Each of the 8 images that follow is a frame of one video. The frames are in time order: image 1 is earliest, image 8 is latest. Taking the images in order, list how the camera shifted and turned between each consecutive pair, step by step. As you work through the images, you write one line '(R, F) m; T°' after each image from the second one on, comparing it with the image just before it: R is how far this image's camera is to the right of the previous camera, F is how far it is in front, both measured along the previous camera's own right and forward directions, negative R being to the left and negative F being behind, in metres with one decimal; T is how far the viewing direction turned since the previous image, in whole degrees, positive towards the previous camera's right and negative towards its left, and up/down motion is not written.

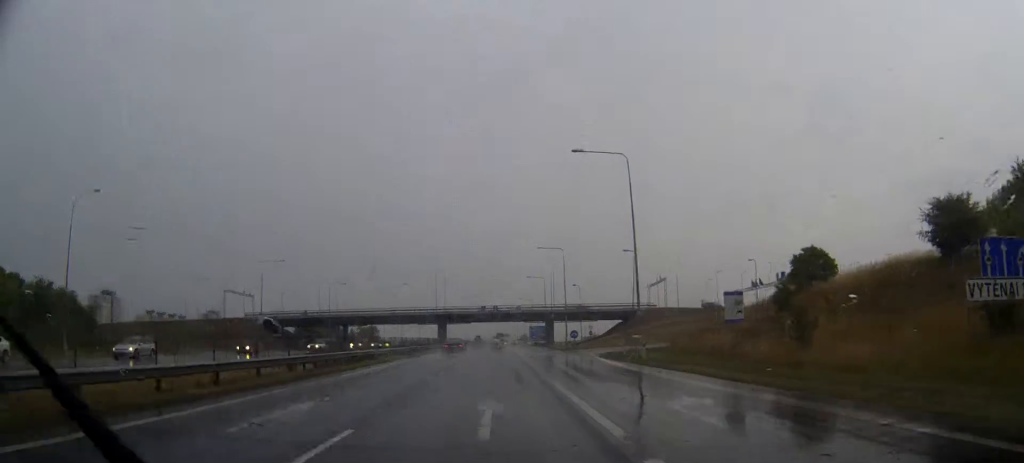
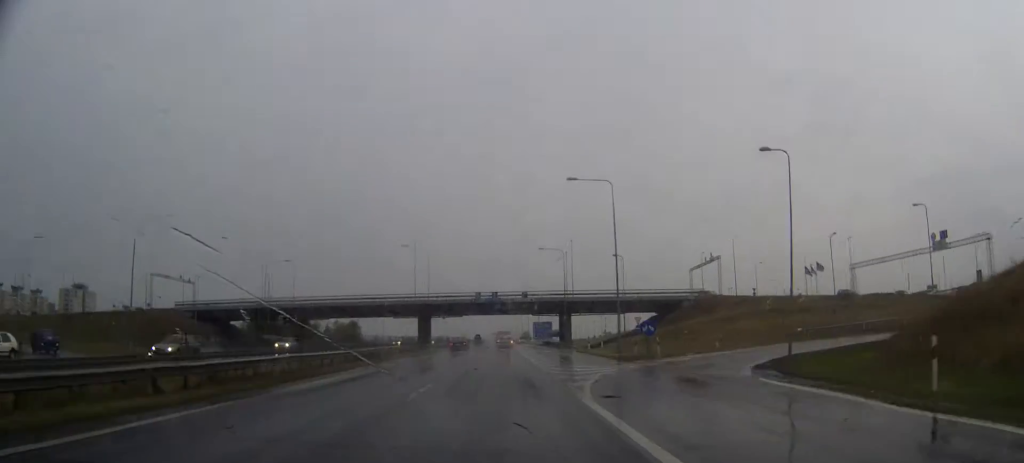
(+0.2, +38.0) m; 0°
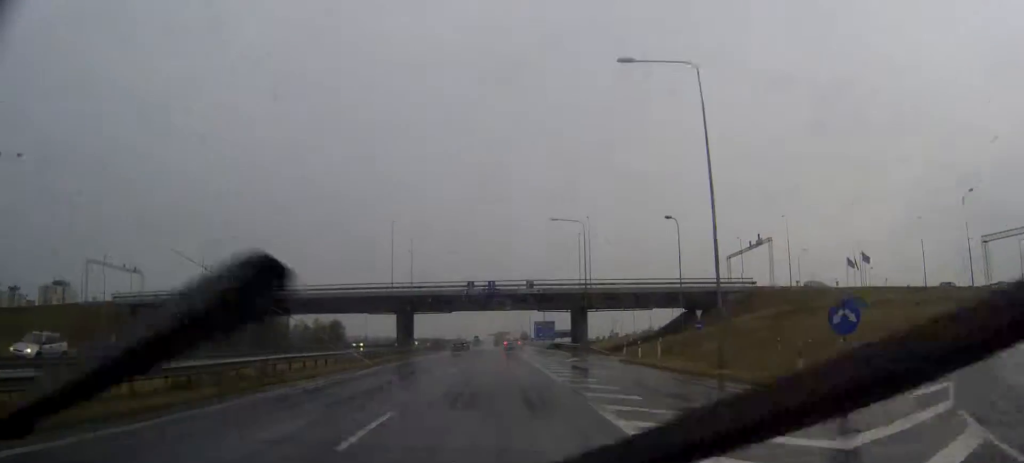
(0.0, +23.2) m; 0°
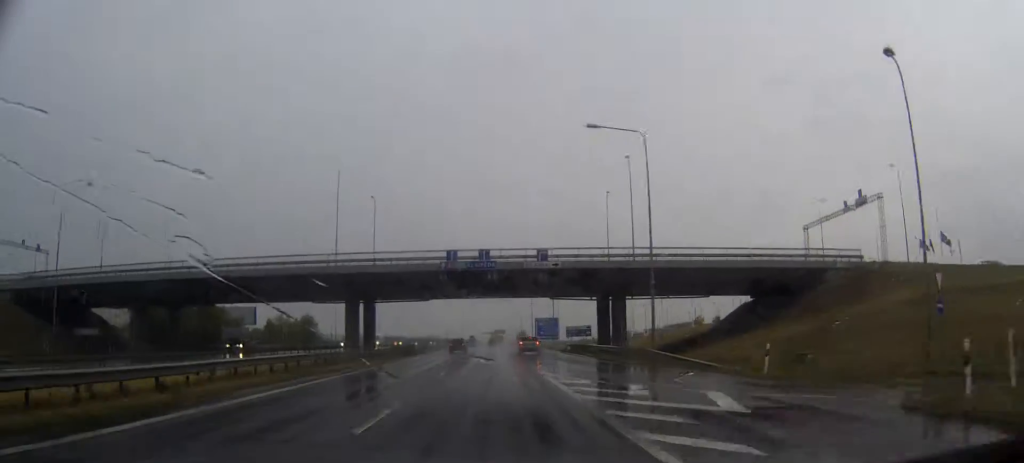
(+0.1, +30.3) m; 0°
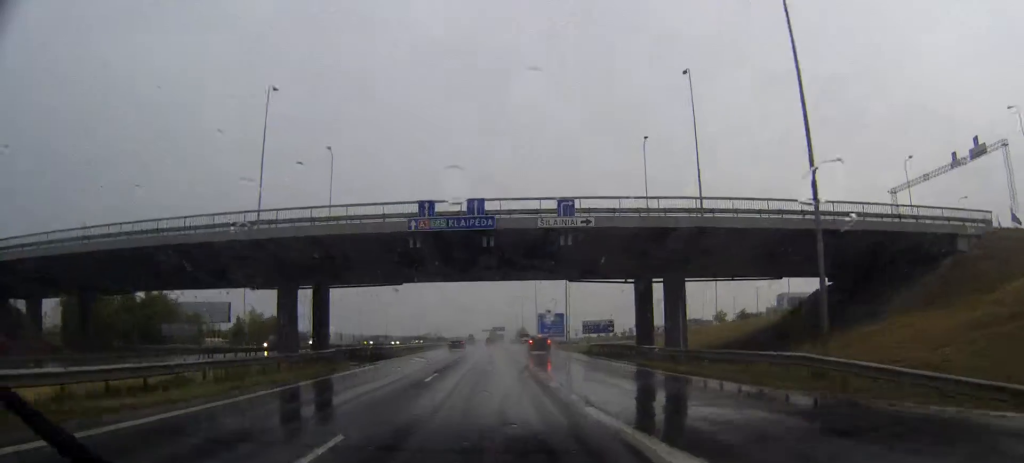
(0.0, +20.4) m; 0°
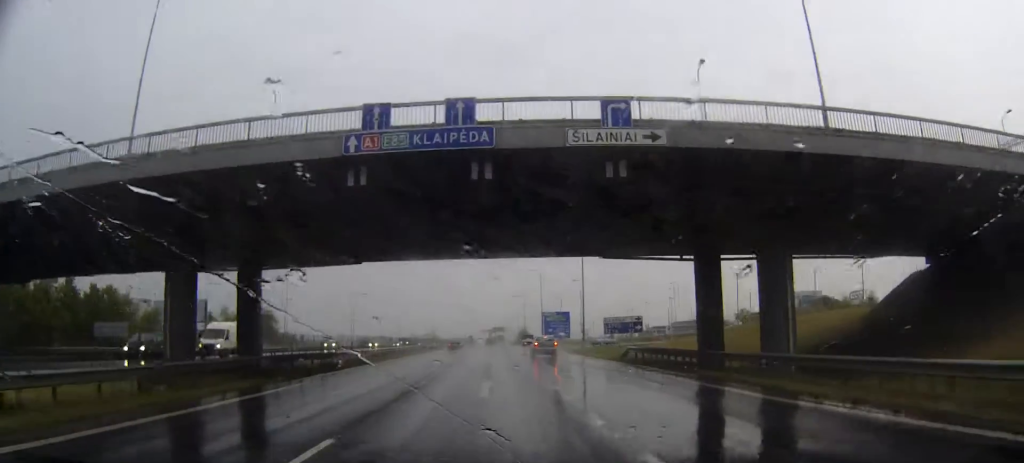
(0.0, +16.2) m; 0°
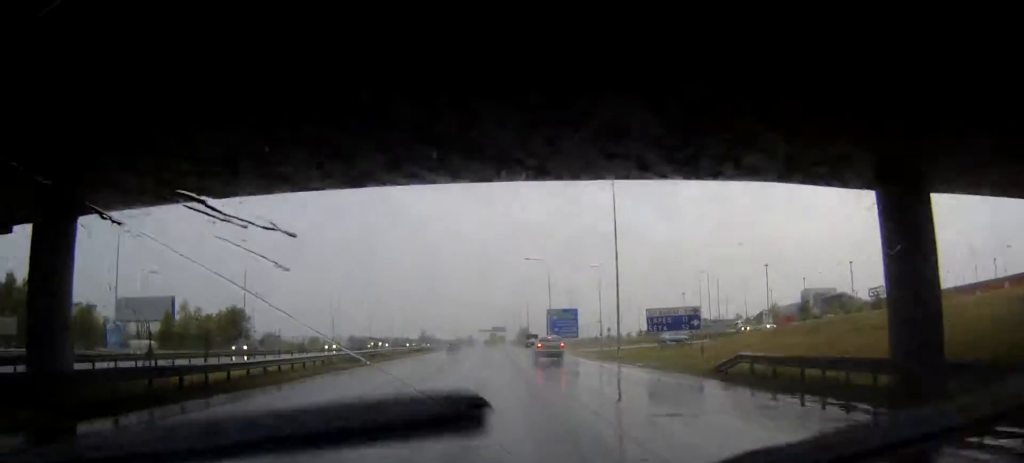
(+0.1, +19.1) m; 0°
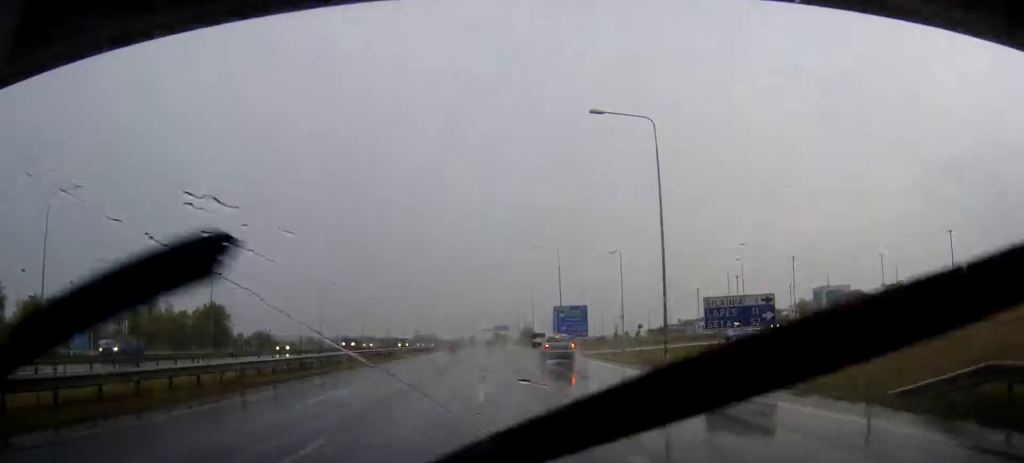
(+0.1, +12.7) m; 0°
